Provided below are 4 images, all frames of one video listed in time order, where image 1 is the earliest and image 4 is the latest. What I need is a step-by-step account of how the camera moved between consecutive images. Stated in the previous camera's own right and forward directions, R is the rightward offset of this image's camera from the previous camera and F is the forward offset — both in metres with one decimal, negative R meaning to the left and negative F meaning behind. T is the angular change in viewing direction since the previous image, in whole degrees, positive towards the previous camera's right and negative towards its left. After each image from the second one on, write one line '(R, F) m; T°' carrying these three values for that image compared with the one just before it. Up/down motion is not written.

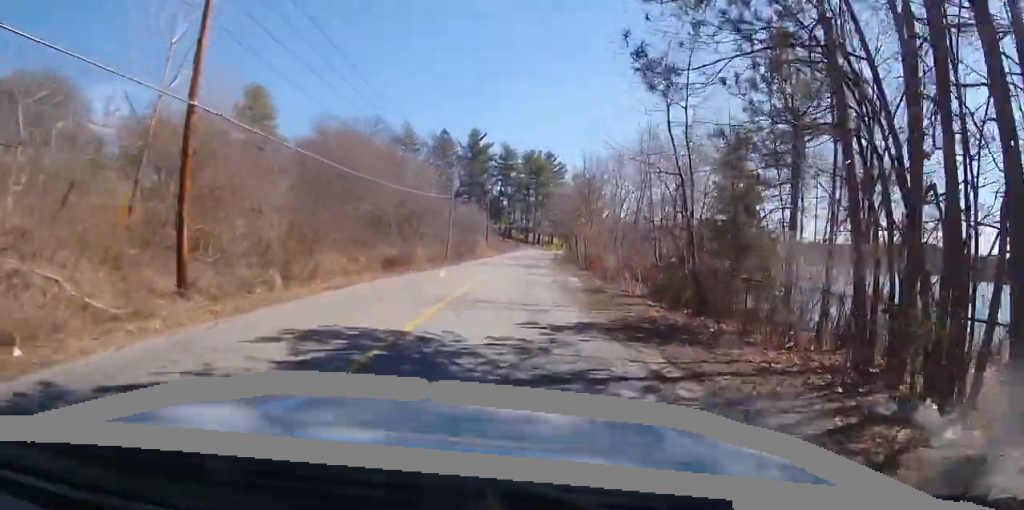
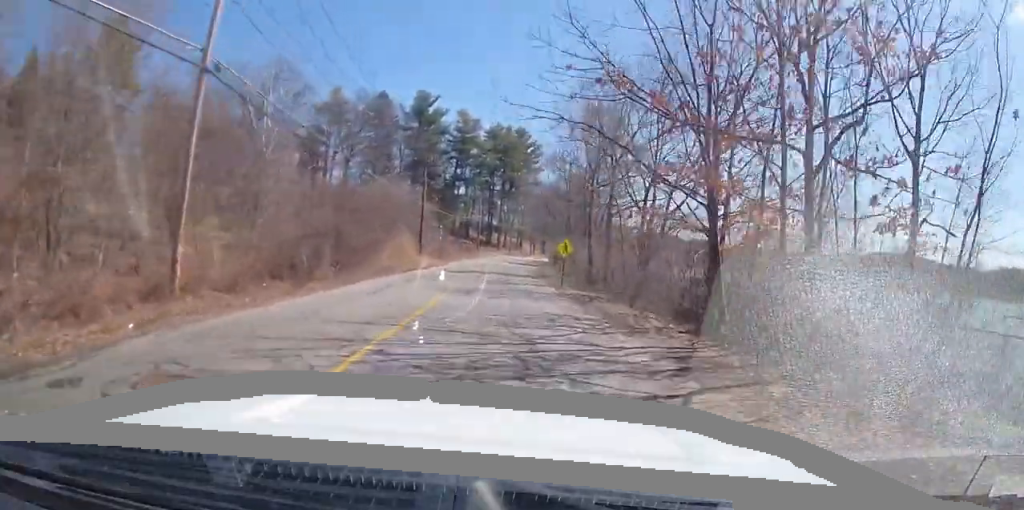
(+8.4, +43.6) m; +14°
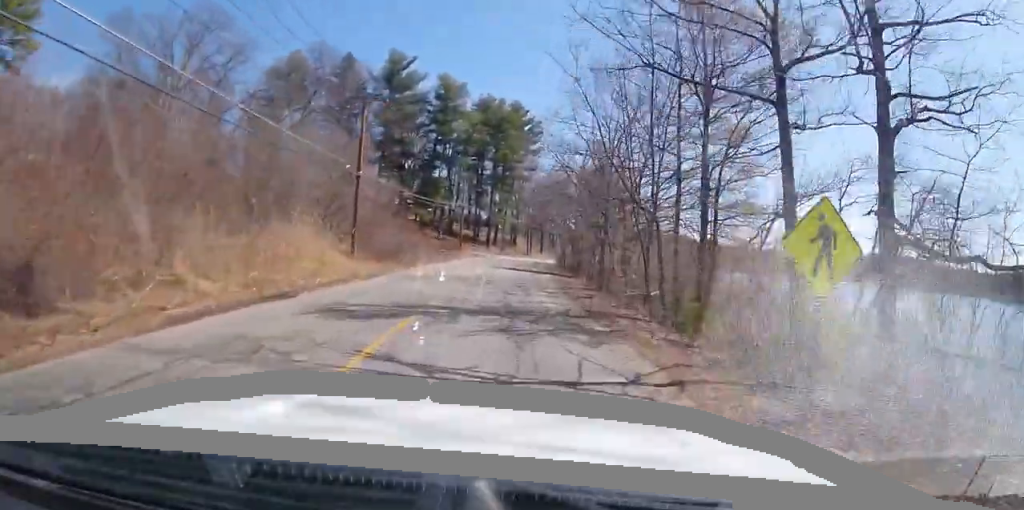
(-0.2, +24.8) m; 0°
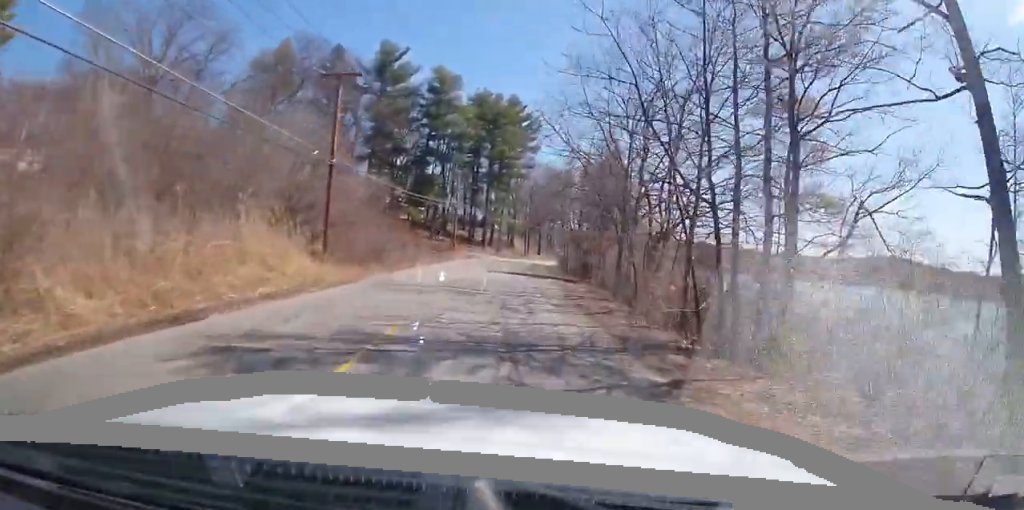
(0.0, +5.1) m; 0°
